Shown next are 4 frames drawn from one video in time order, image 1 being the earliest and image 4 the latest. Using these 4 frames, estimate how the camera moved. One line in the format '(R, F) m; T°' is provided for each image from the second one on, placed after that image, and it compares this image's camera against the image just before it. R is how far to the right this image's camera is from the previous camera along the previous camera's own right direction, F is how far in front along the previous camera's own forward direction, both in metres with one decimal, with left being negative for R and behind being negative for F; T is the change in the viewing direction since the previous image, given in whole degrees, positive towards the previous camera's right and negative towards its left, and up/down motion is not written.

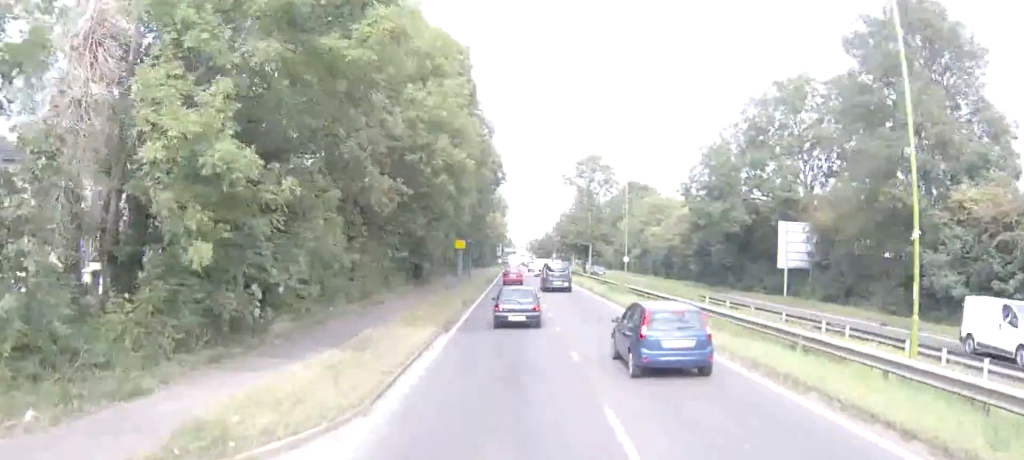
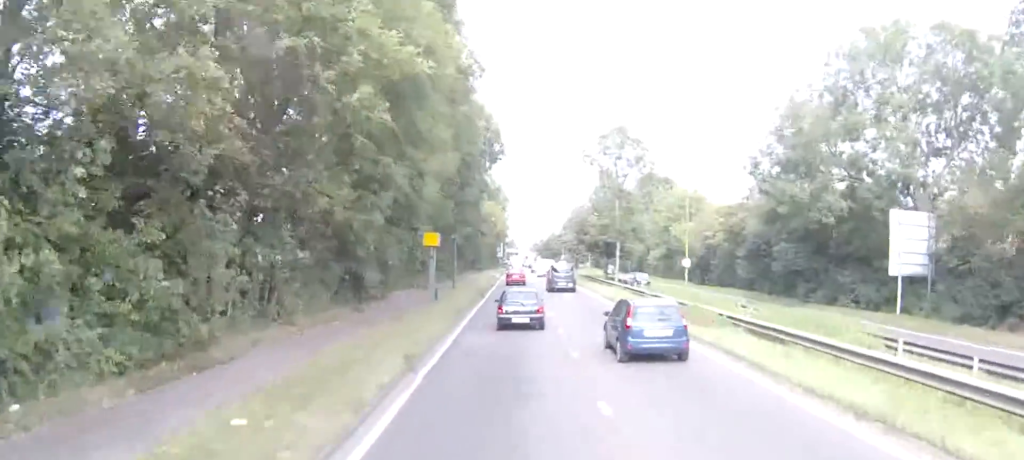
(0.0, +17.4) m; 0°
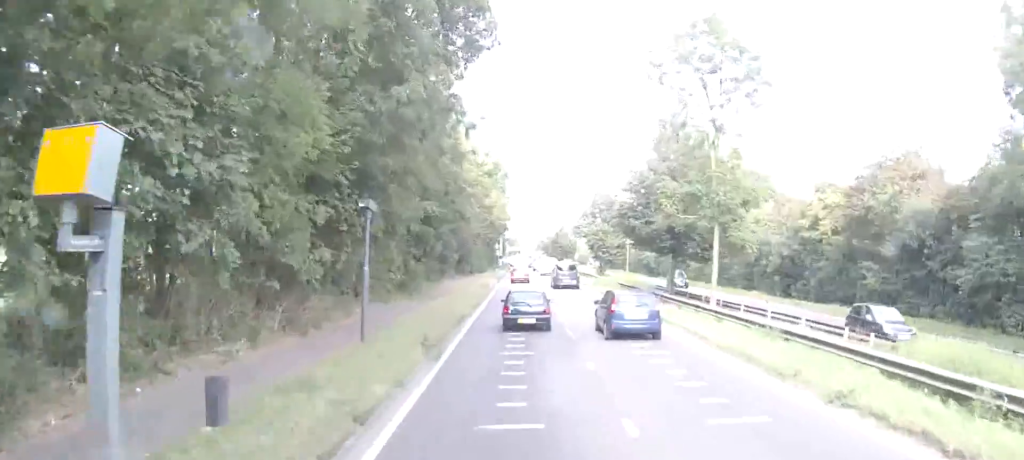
(0.0, +26.0) m; 0°
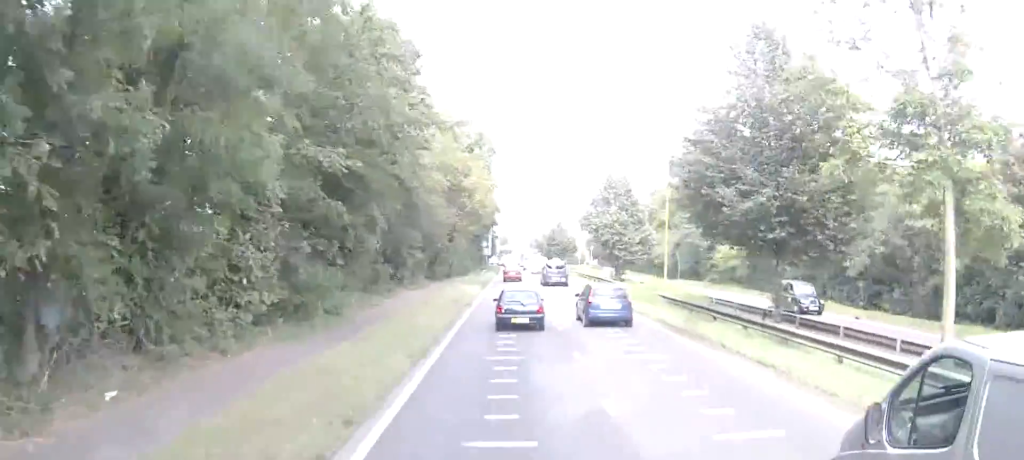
(0.0, +16.7) m; 0°
